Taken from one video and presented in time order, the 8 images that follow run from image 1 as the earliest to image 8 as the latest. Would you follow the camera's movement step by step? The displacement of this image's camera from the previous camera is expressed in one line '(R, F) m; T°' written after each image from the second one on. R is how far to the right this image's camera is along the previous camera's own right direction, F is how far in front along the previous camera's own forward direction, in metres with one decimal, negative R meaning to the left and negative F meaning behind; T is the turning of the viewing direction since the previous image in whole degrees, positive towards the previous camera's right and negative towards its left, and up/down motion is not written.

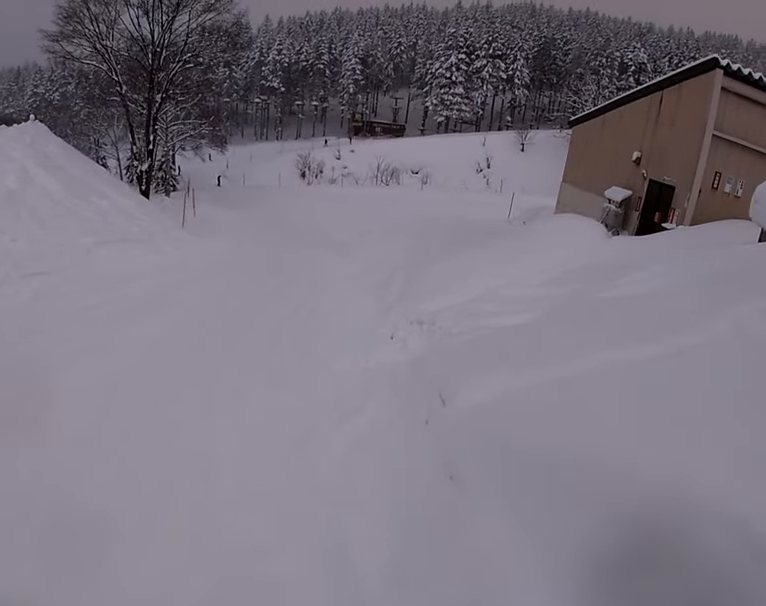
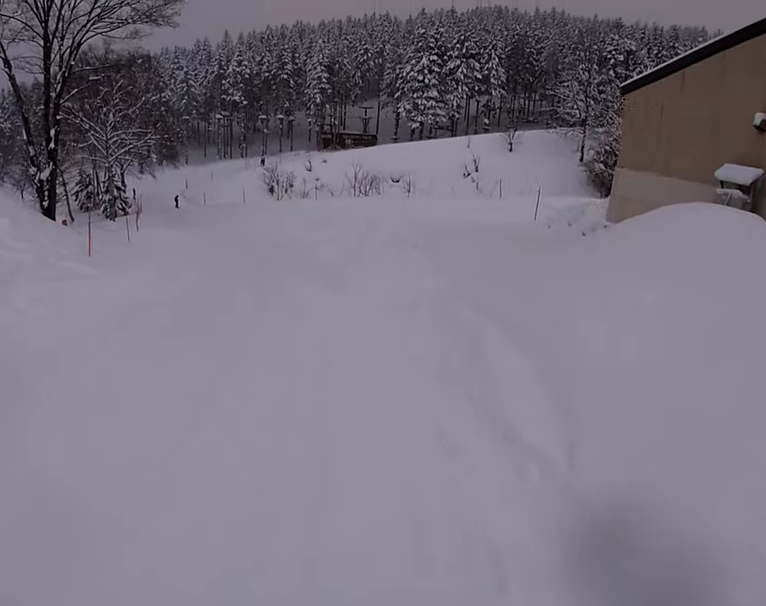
(-0.2, +8.7) m; -4°
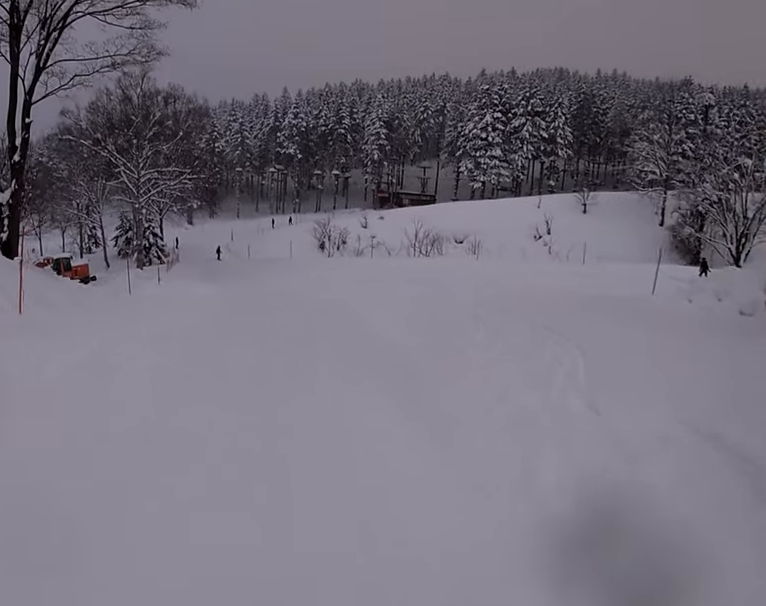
(-0.2, +6.5) m; -2°
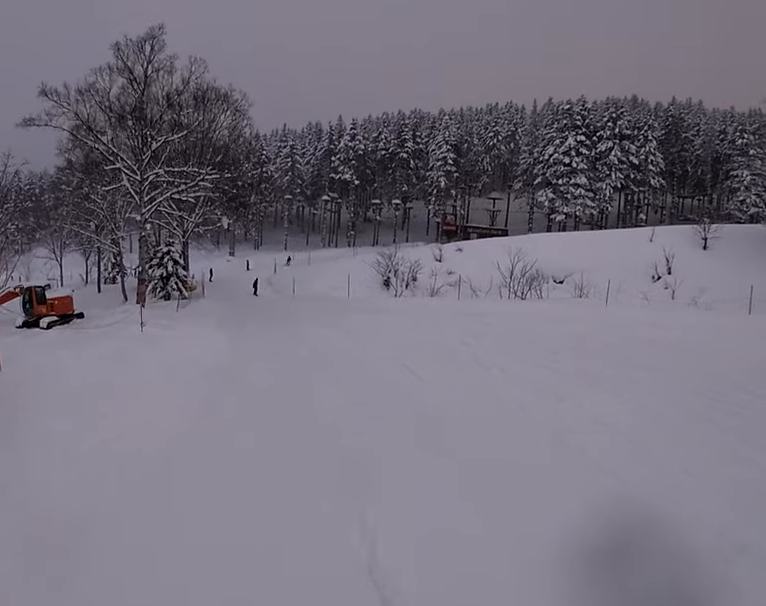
(-0.6, +11.7) m; -9°
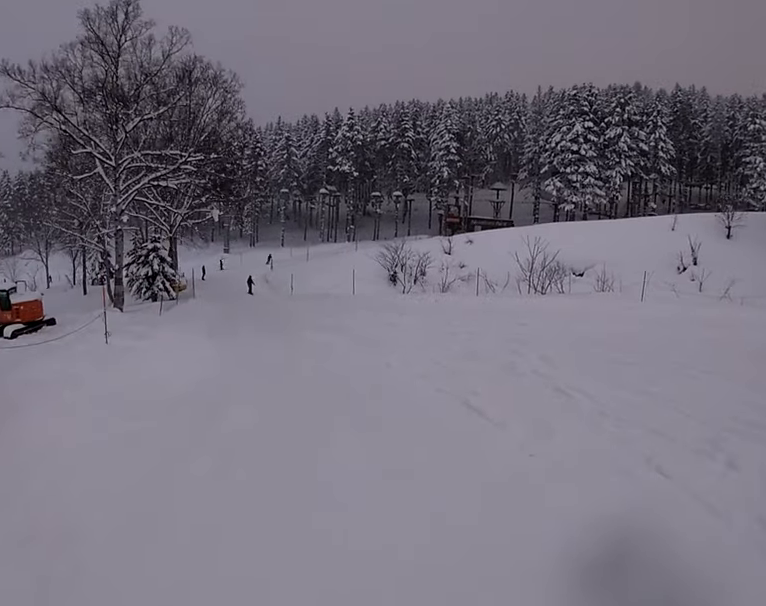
(-0.2, +3.5) m; -3°
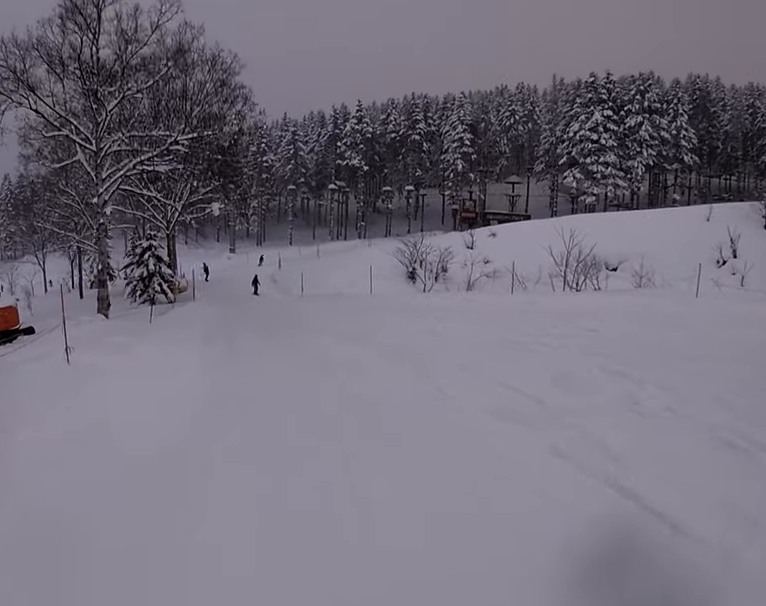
(-0.1, +3.4) m; -2°
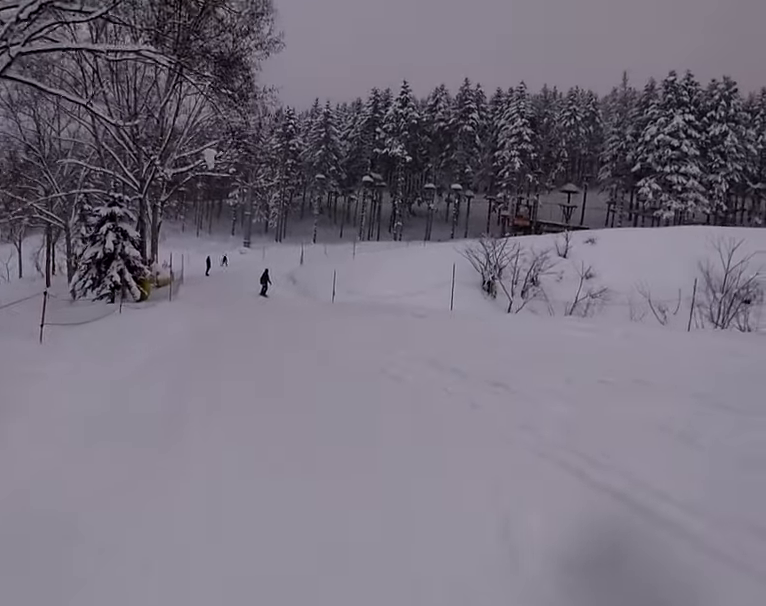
(-0.1, +11.1) m; -1°
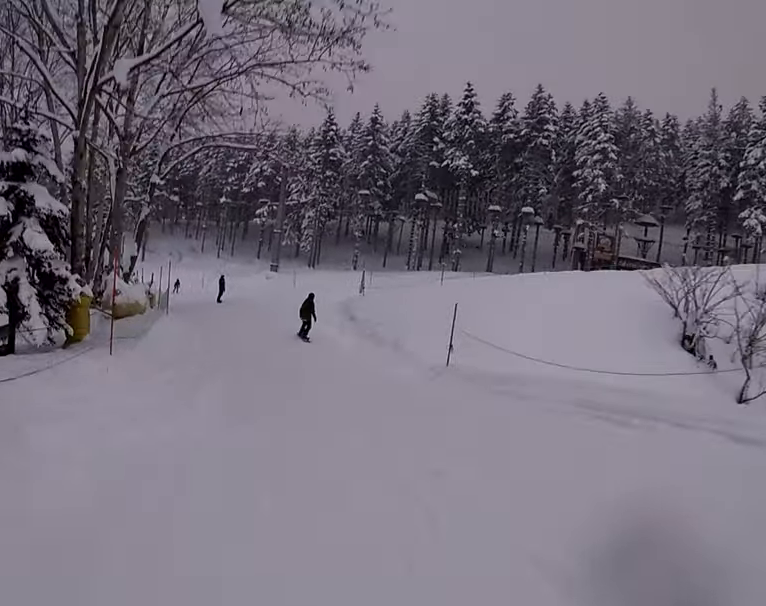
(0.0, +11.3) m; 0°
